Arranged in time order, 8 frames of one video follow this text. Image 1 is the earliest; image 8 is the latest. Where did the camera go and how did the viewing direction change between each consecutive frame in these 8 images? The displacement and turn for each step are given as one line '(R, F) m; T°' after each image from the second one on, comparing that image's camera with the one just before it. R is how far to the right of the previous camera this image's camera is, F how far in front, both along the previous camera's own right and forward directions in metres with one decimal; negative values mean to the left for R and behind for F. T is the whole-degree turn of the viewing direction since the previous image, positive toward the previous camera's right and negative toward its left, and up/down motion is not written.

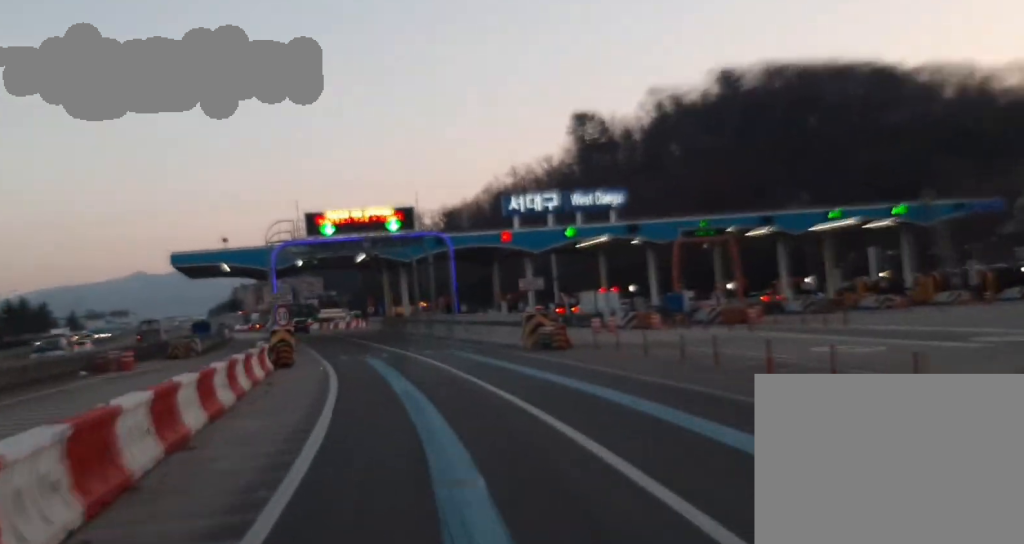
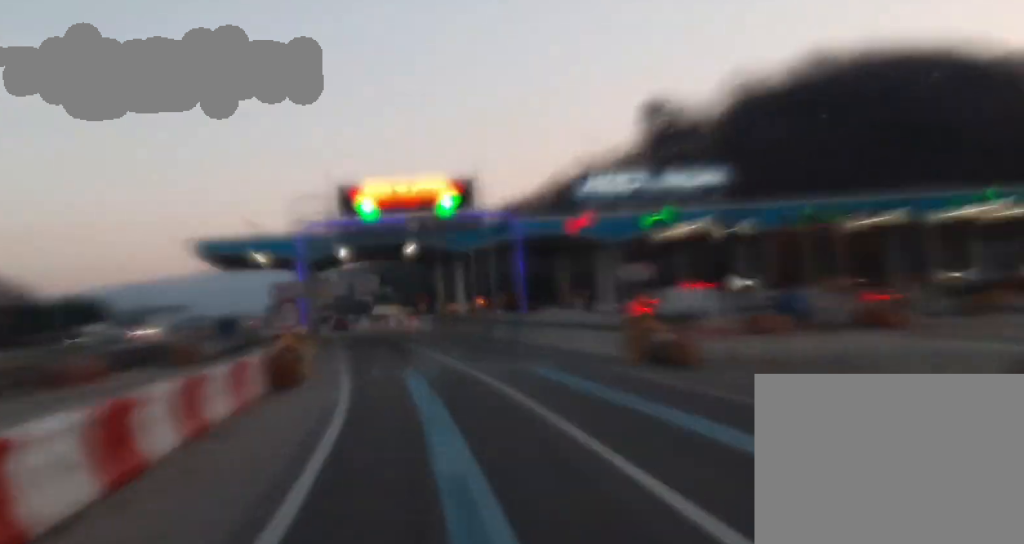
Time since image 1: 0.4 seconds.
(-0.5, +11.7) m; -2°
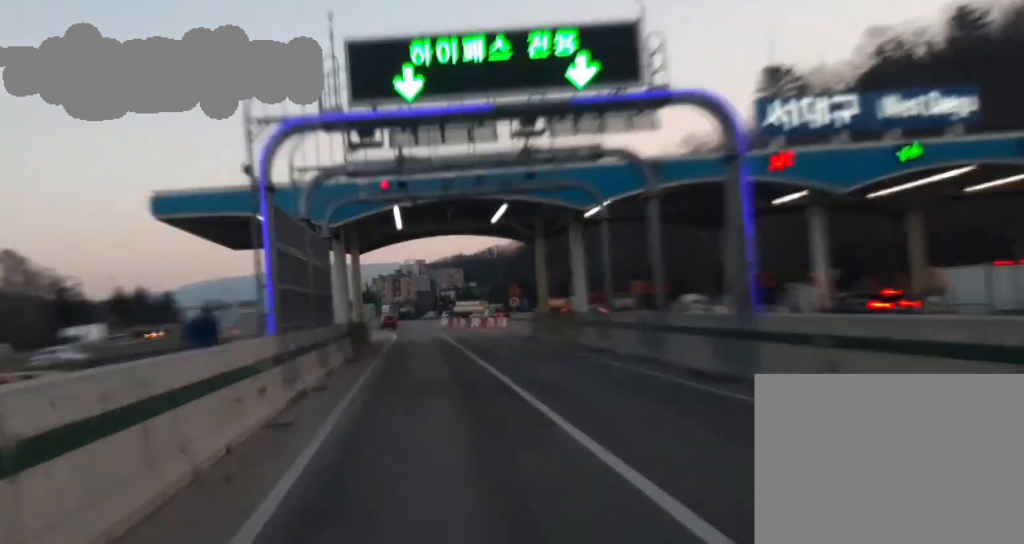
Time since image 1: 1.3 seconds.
(0.0, +24.0) m; 0°
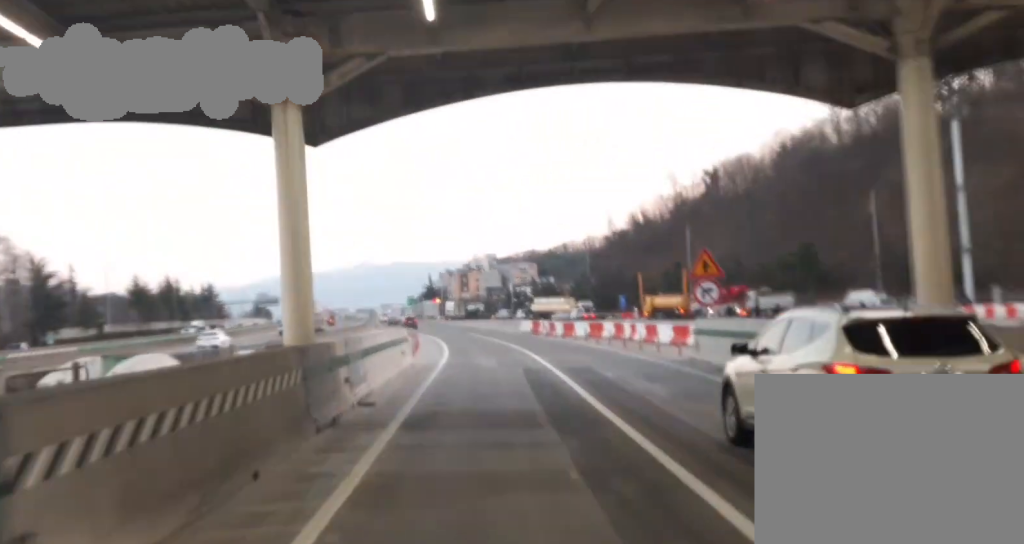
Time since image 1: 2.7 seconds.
(0.0, +36.6) m; -2°
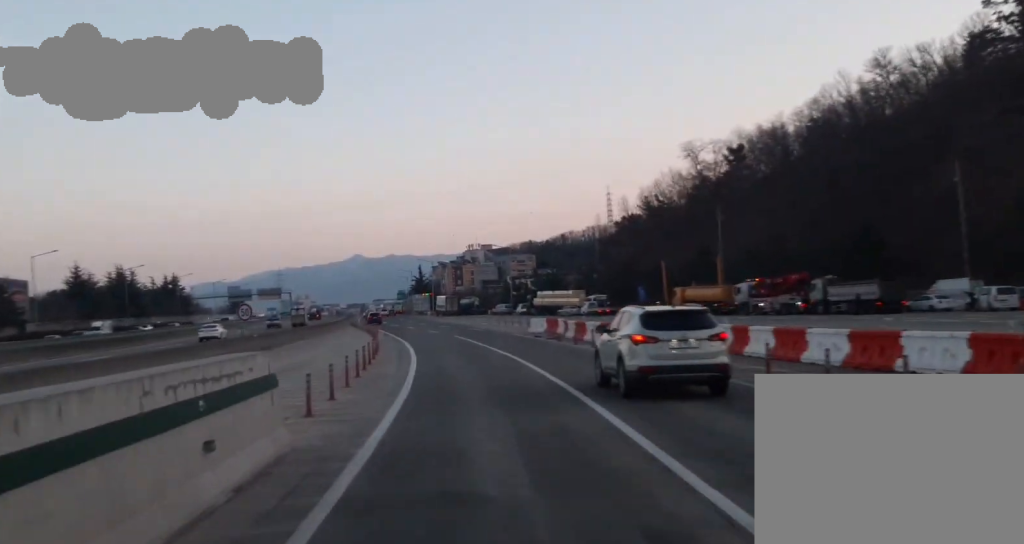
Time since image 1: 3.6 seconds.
(-0.4, +21.4) m; -4°
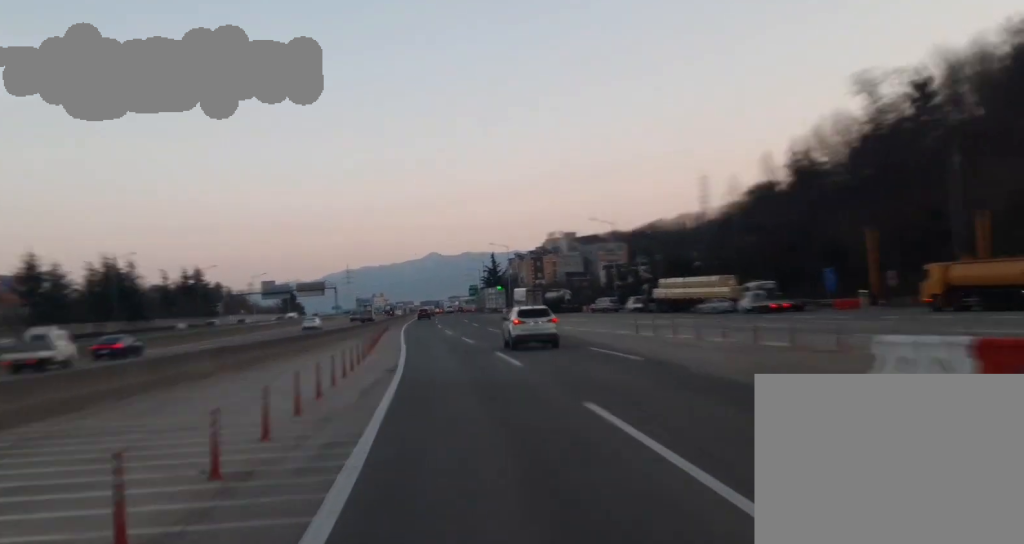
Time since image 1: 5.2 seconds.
(-2.9, +42.5) m; -4°
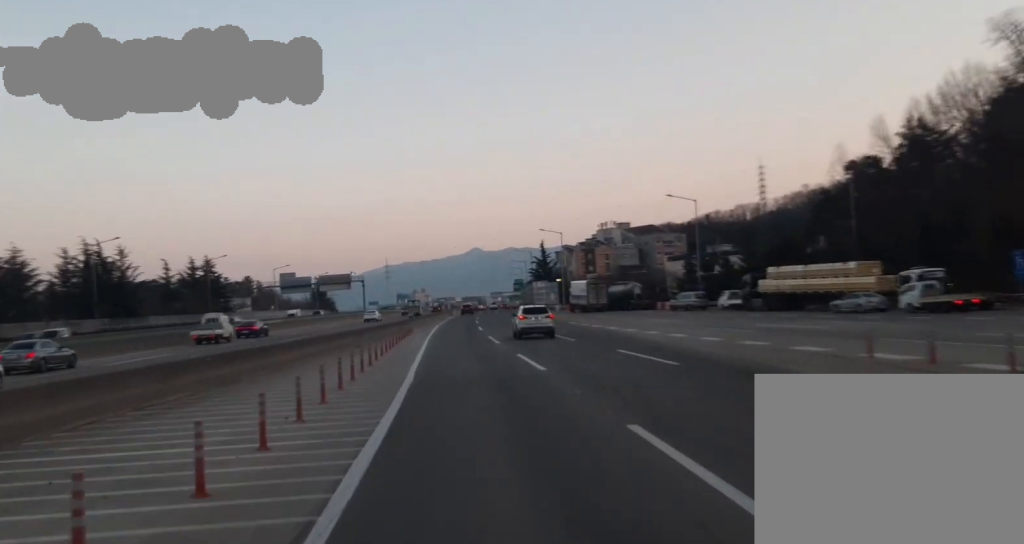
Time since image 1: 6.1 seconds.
(0.0, +21.7) m; -1°
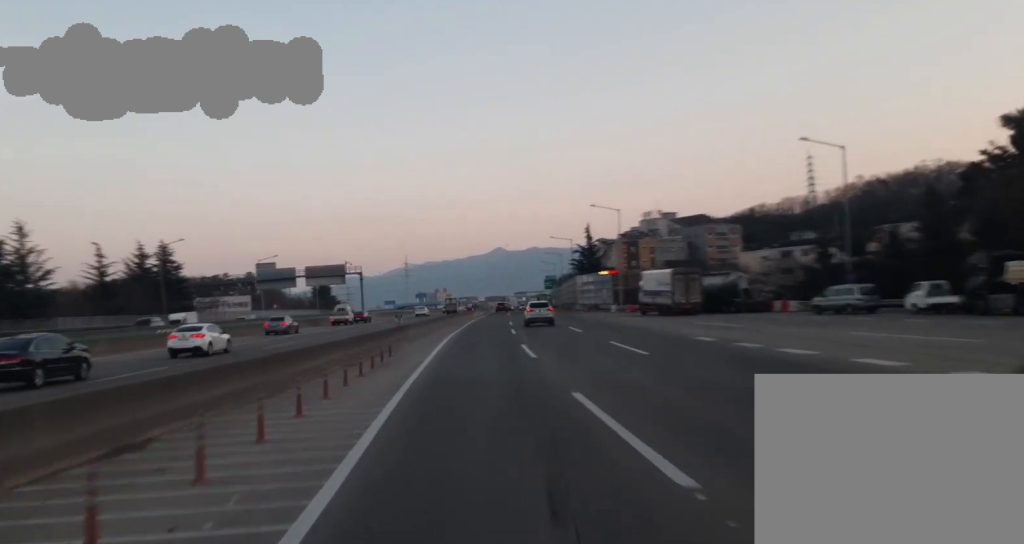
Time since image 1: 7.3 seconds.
(-0.9, +33.7) m; -2°
